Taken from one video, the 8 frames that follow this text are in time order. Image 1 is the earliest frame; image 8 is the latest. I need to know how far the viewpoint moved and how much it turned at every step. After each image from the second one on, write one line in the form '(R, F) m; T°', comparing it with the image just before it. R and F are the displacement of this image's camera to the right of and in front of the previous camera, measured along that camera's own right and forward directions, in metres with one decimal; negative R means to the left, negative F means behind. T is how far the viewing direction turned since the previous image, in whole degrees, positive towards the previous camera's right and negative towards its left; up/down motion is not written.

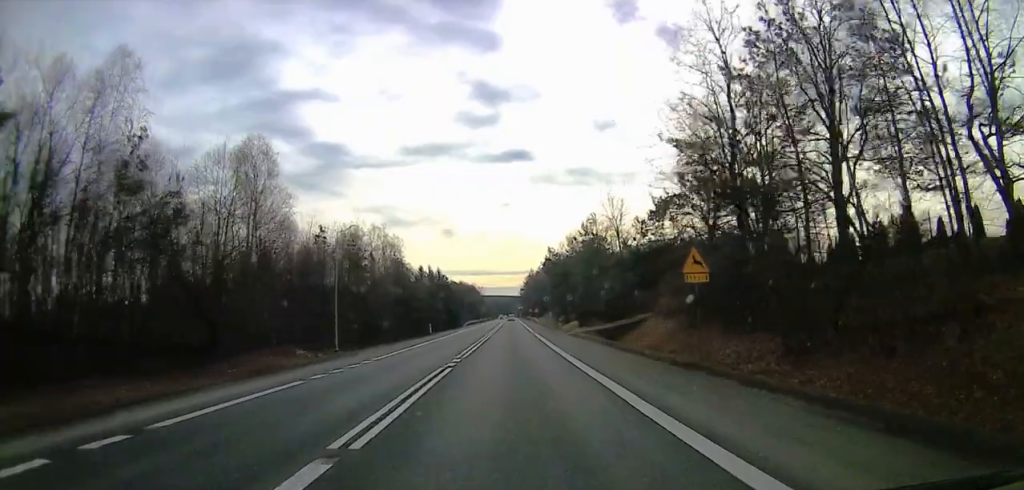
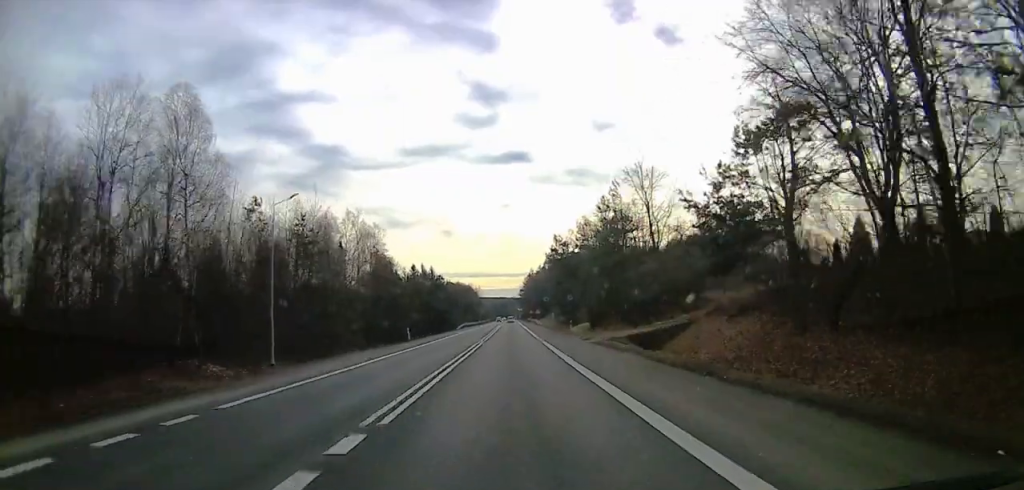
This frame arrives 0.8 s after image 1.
(0.0, +13.4) m; +1°
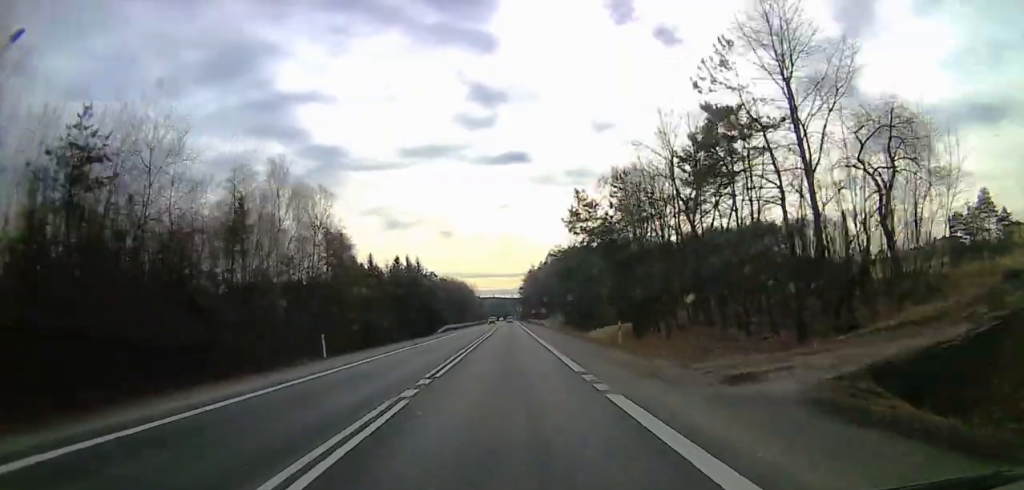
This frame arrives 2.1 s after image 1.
(+0.8, +23.8) m; +2°
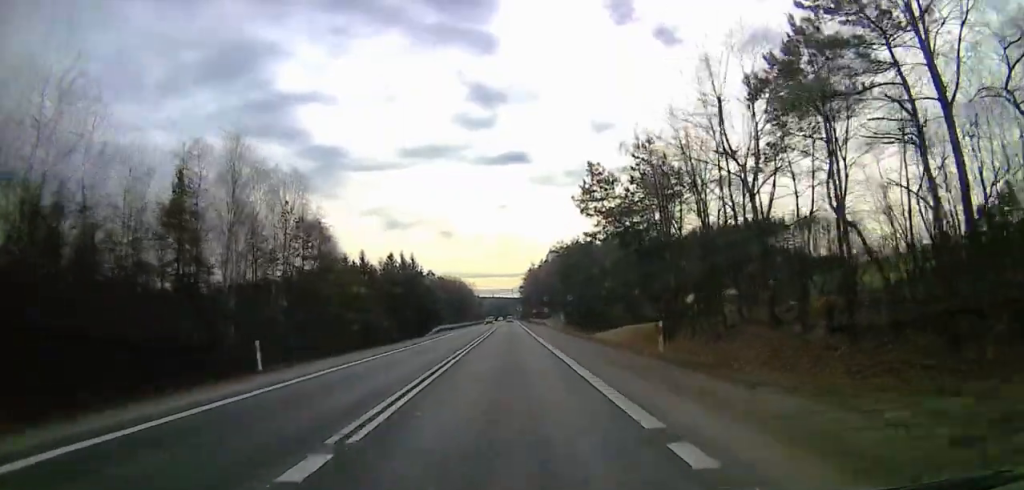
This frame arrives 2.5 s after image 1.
(+0.4, +7.9) m; 0°
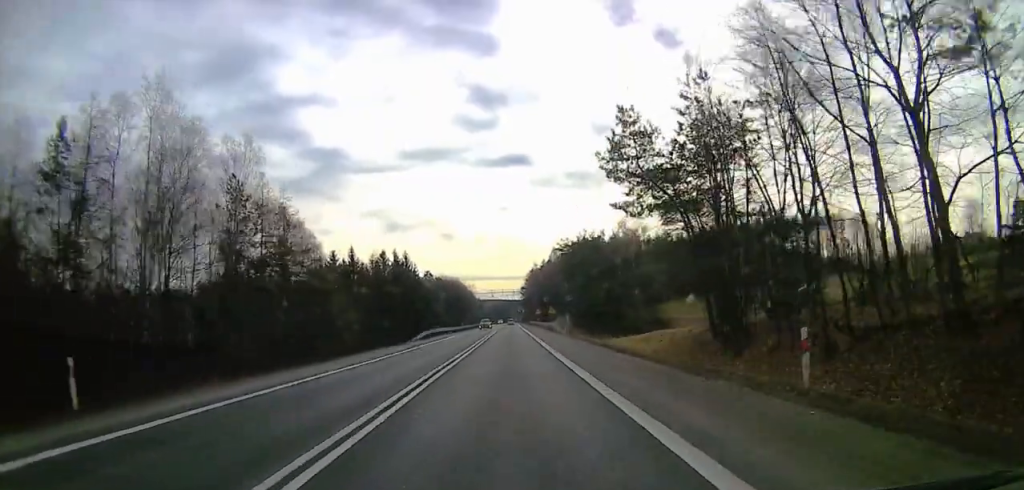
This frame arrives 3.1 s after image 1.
(-0.5, +10.5) m; -1°
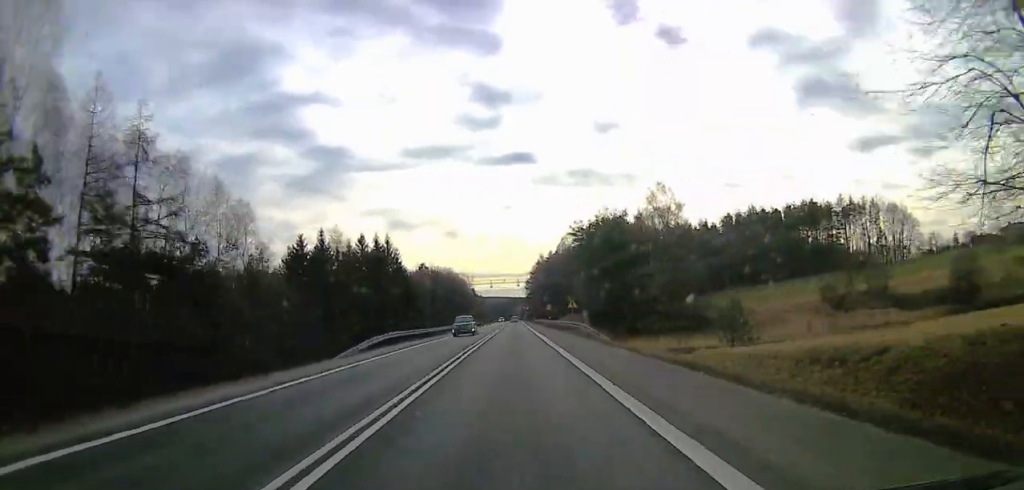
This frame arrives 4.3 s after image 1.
(-0.3, +23.1) m; -1°
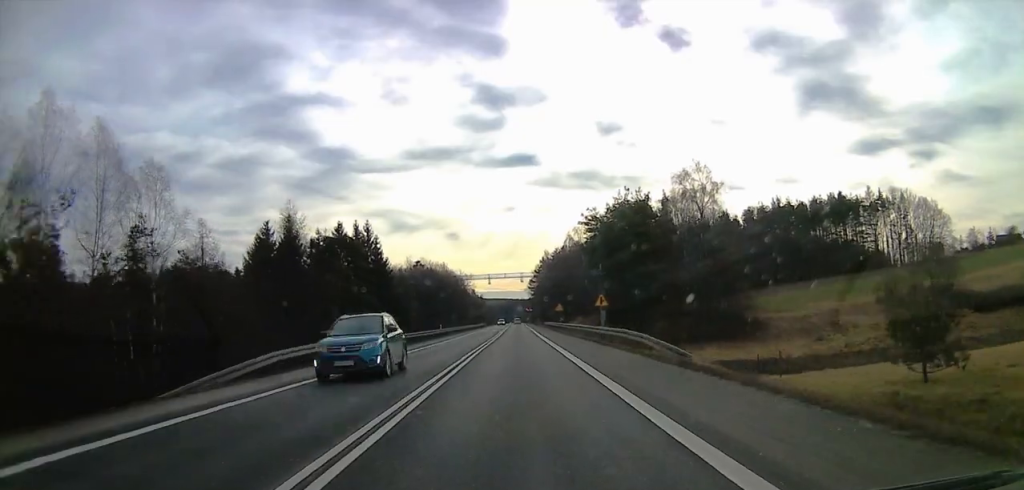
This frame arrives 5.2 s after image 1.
(-0.1, +17.1) m; 0°
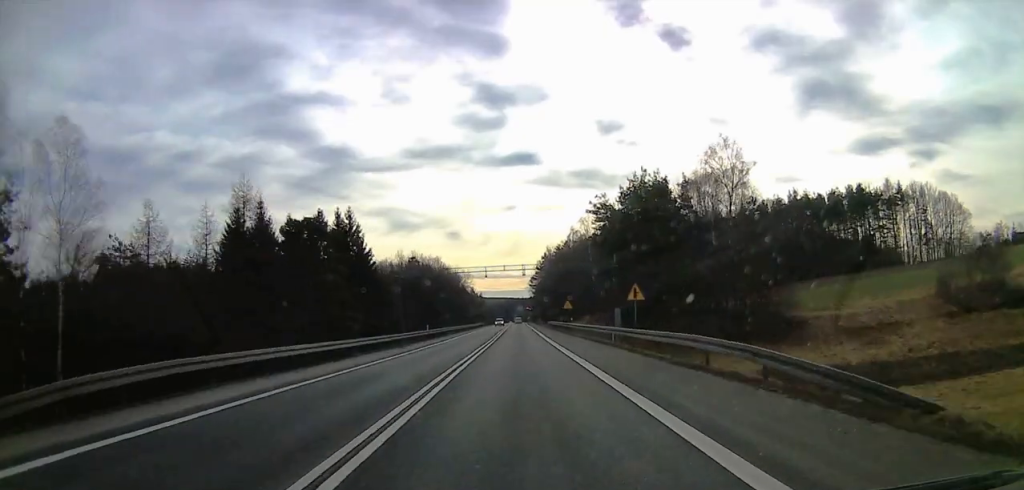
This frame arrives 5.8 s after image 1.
(0.0, +10.9) m; 0°
